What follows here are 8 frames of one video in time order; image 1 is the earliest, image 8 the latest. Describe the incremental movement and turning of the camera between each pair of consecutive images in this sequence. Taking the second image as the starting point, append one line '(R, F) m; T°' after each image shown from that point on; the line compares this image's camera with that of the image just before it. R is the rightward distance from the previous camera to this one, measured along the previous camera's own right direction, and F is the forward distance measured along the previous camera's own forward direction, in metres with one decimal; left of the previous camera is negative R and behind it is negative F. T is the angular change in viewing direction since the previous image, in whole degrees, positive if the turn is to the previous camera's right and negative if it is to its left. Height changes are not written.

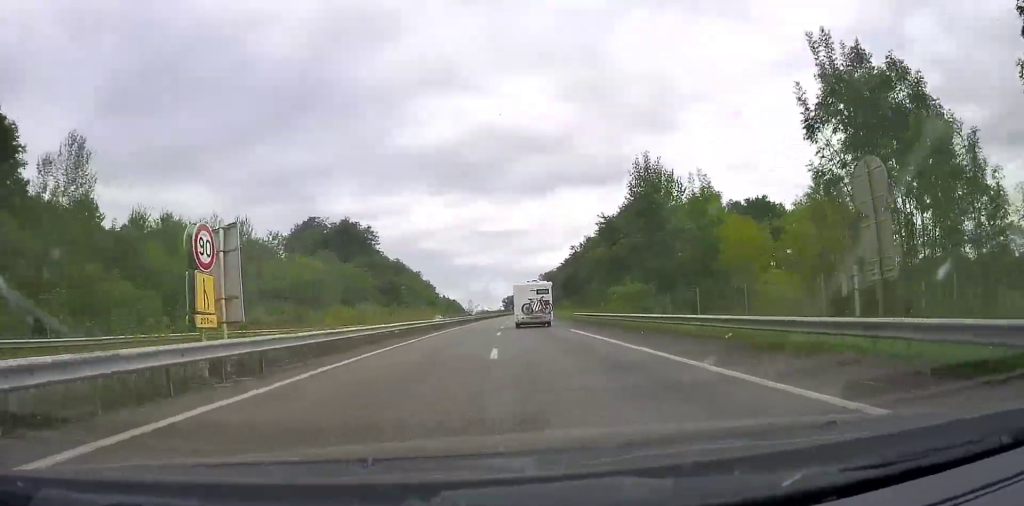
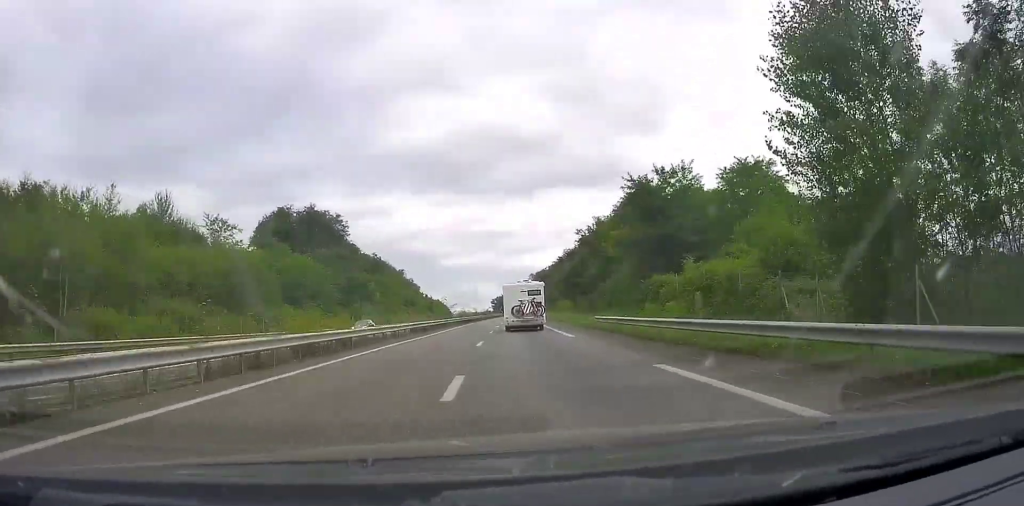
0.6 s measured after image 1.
(+0.1, +20.4) m; +2°
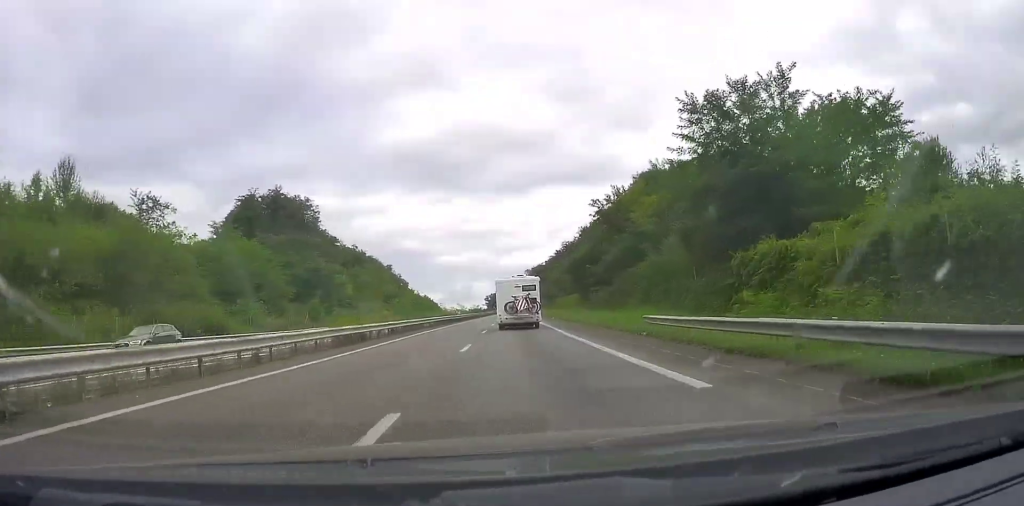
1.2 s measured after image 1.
(+0.2, +17.9) m; +2°
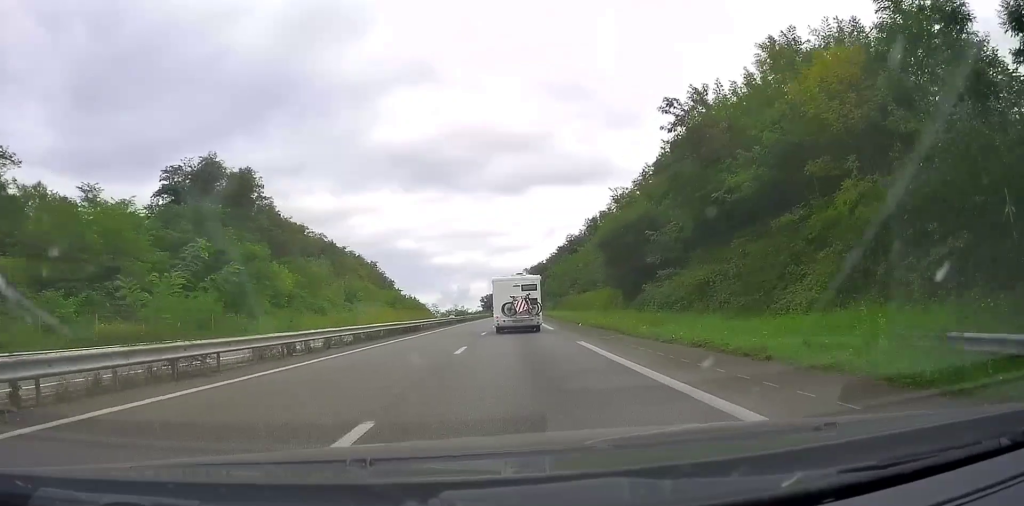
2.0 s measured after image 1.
(+0.9, +27.6) m; +2°
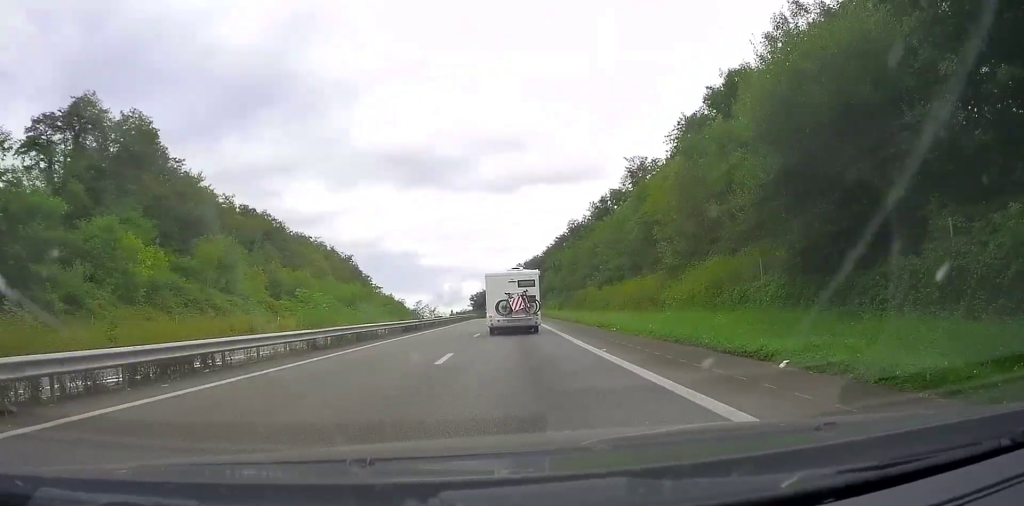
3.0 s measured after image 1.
(+0.2, +30.4) m; 0°
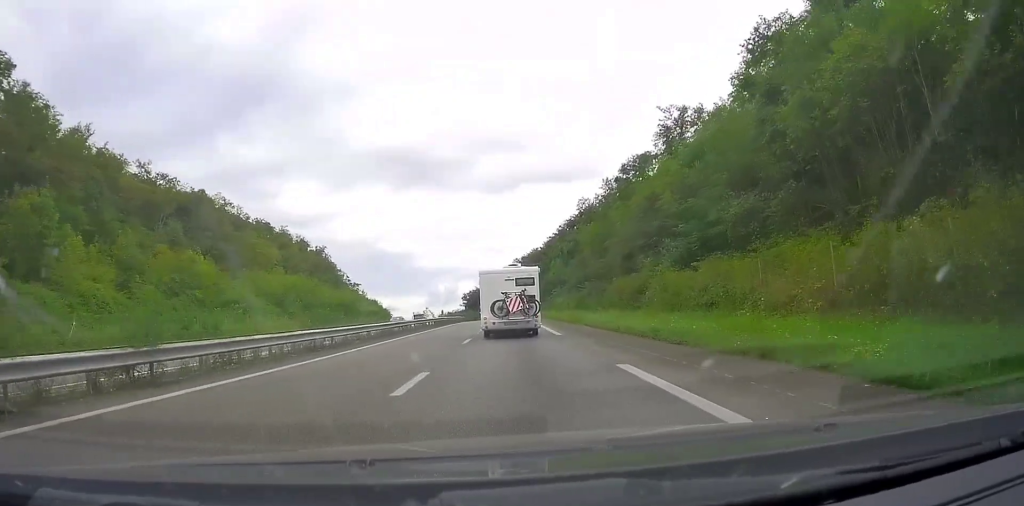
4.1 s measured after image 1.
(-0.1, +31.8) m; +1°
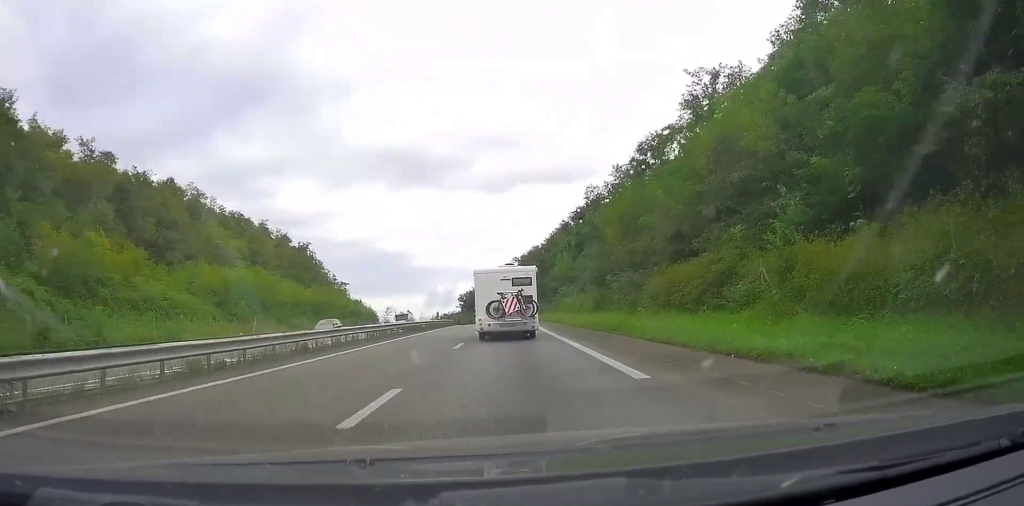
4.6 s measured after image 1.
(+0.1, +15.8) m; +1°
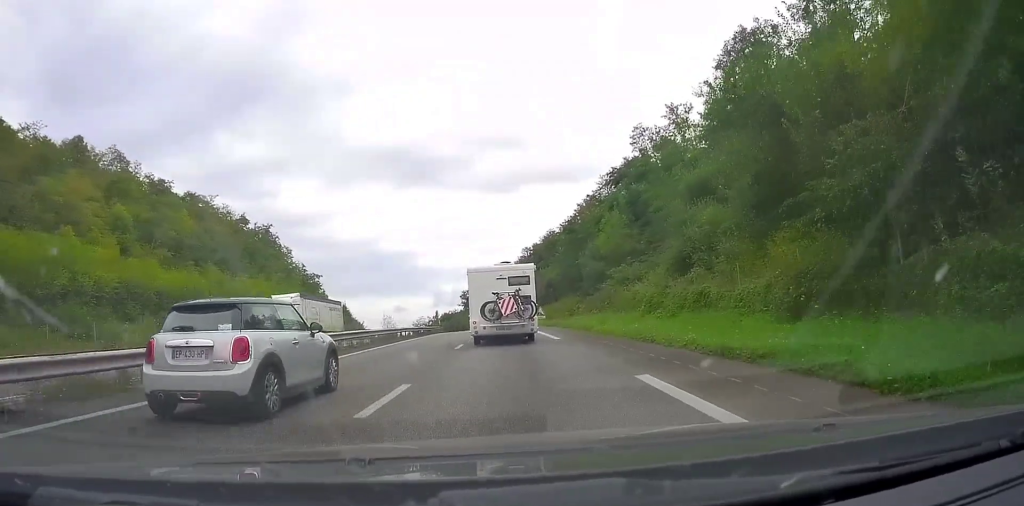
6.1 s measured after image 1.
(+0.6, +39.8) m; +1°
